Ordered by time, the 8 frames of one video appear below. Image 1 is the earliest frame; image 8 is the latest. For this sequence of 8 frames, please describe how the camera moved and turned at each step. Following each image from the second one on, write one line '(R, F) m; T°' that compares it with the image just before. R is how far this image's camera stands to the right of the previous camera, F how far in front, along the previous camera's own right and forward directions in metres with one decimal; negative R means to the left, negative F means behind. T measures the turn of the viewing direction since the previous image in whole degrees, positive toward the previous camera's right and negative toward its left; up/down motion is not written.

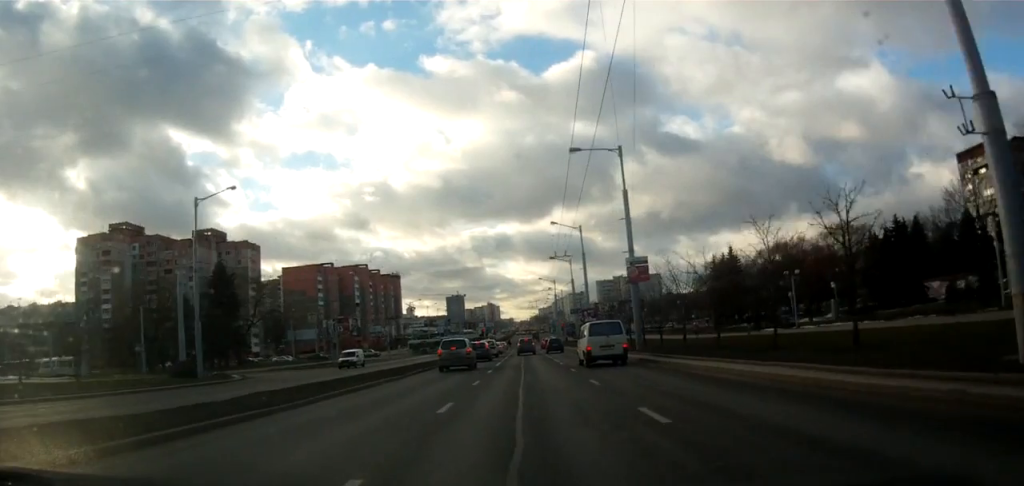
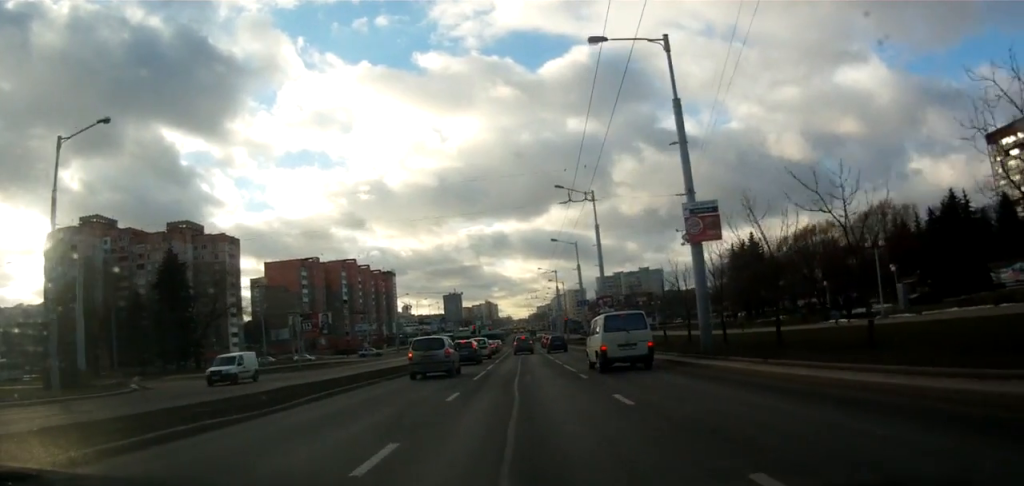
(0.0, +13.3) m; +1°
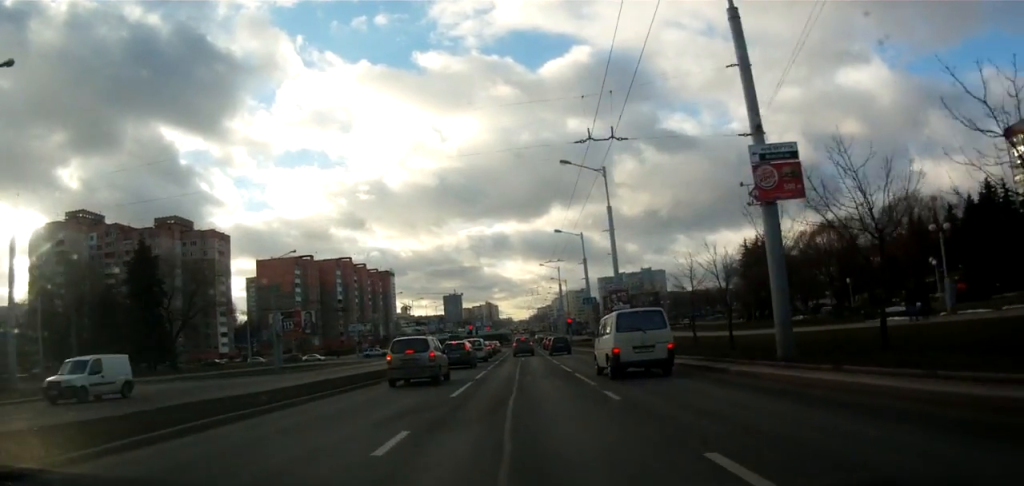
(+0.2, +6.4) m; 0°
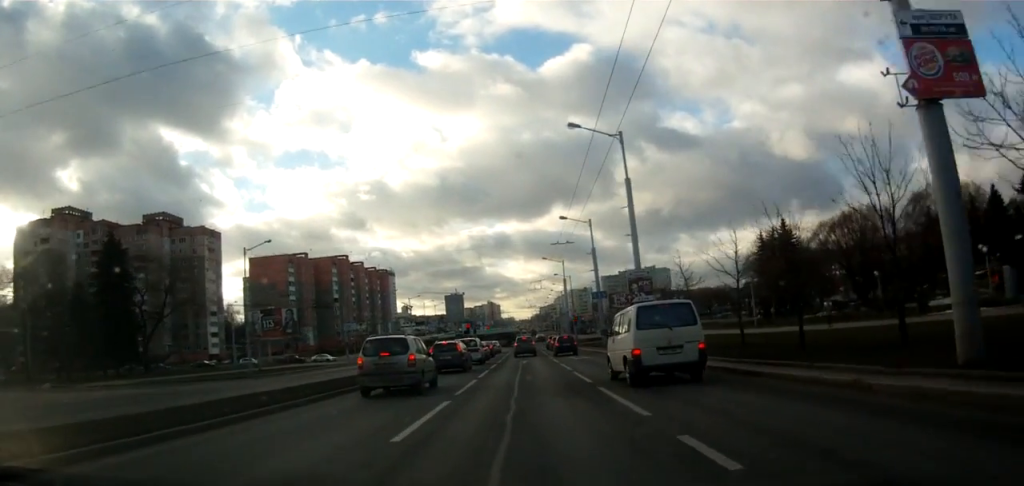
(0.0, +6.6) m; 0°
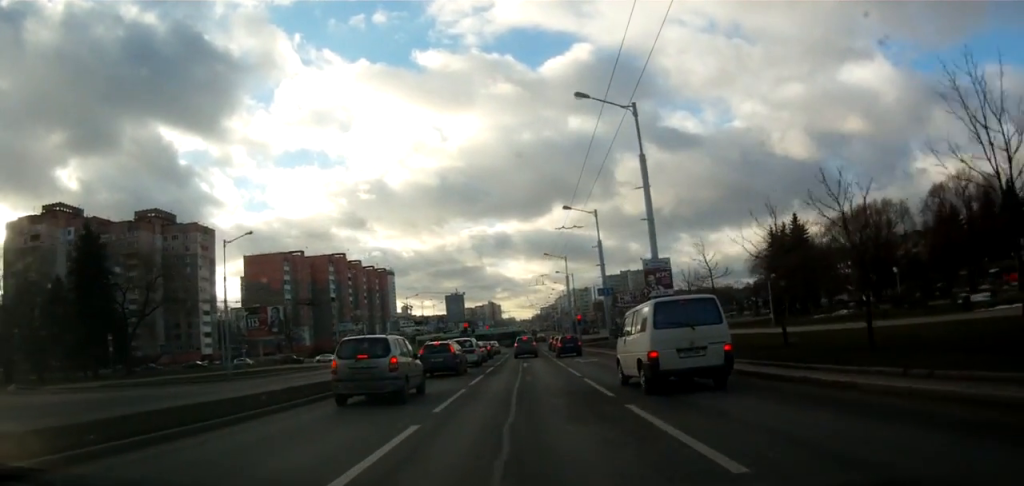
(-0.2, +4.4) m; 0°
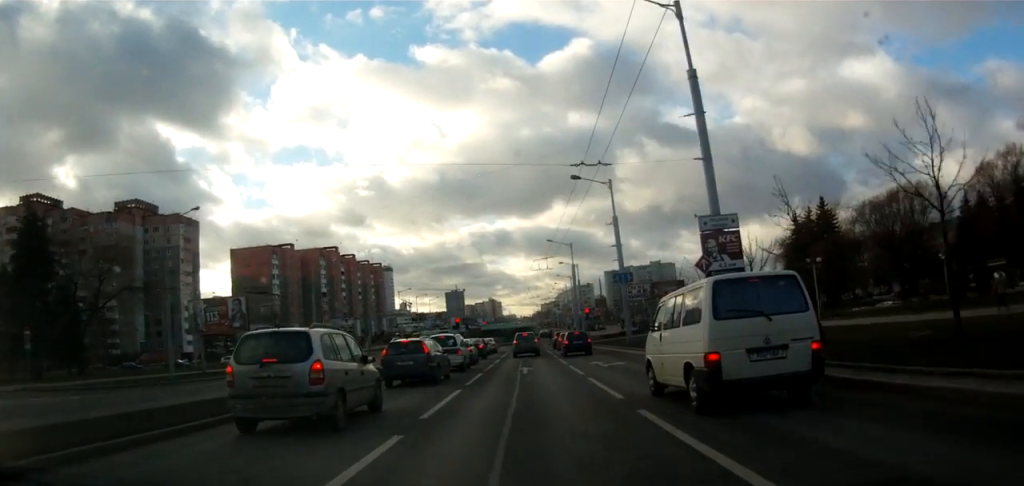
(0.0, +8.7) m; -1°
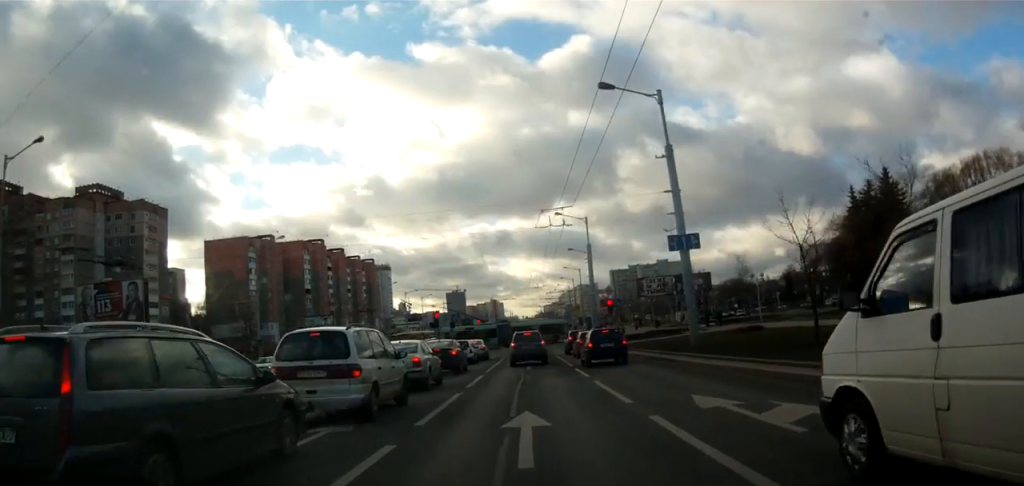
(-0.4, +15.9) m; 0°
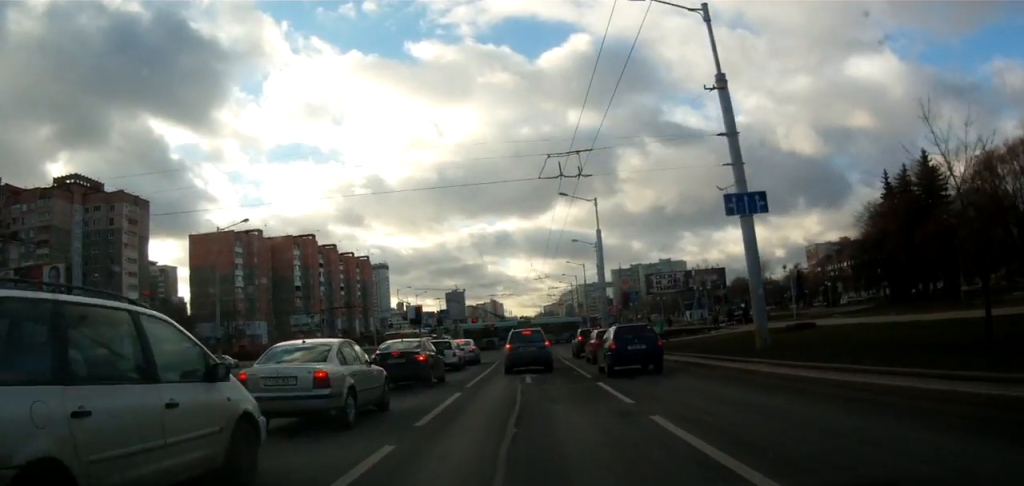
(+0.4, +7.6) m; +3°
